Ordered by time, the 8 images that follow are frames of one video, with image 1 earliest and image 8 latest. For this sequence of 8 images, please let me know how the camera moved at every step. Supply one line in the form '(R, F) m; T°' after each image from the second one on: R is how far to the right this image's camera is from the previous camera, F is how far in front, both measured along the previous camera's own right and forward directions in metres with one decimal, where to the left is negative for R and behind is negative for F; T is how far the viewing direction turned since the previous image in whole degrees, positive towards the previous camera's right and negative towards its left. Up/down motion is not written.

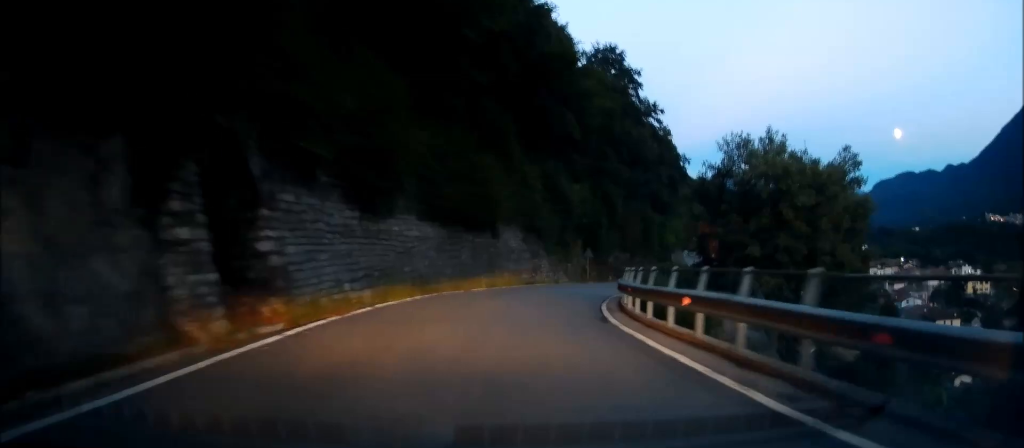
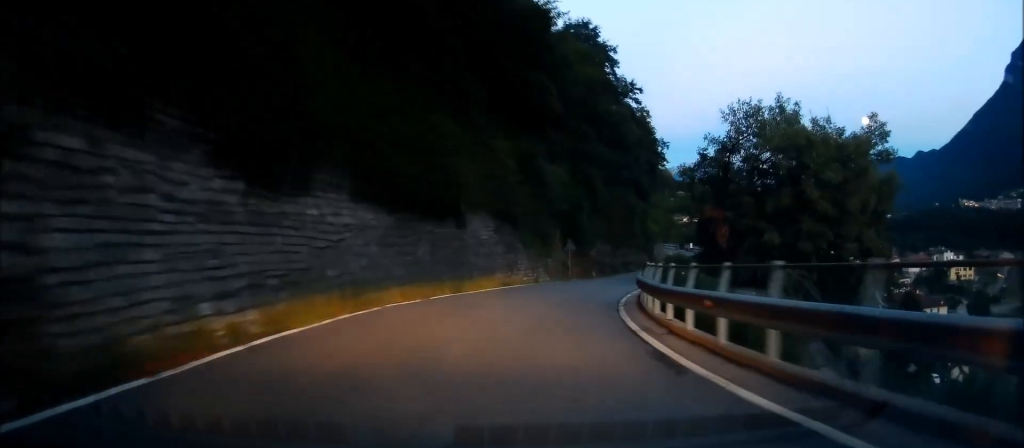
(-0.3, +6.8) m; +4°
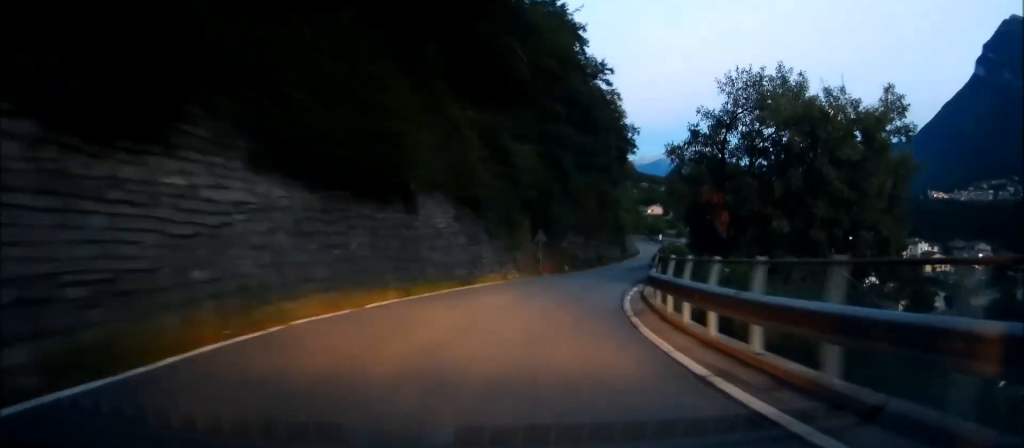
(+0.1, +5.1) m; +4°
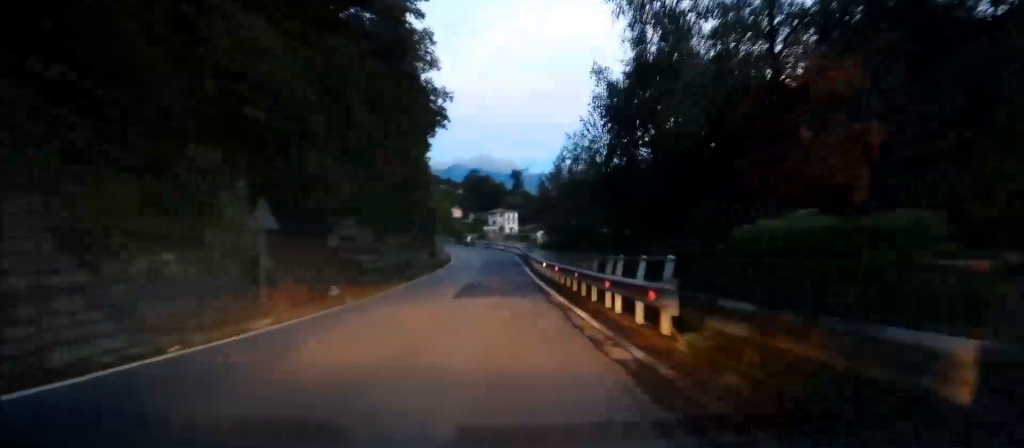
(+4.0, +22.1) m; +16°
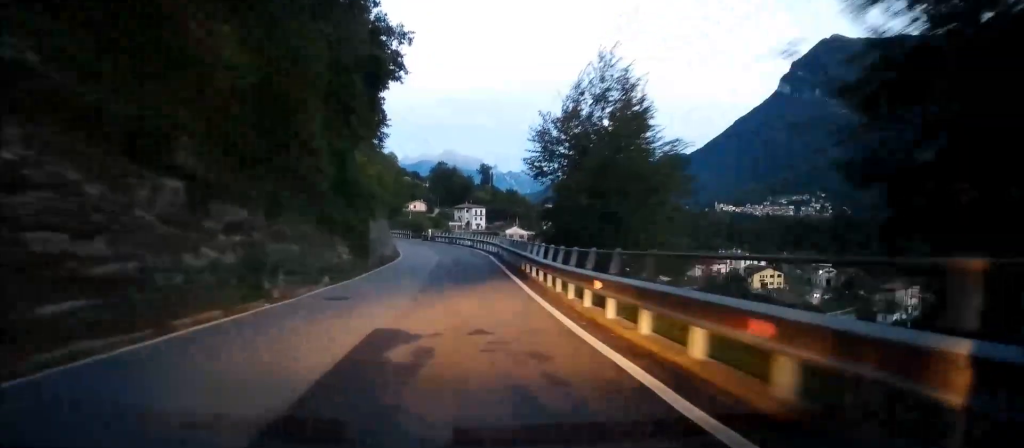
(+0.7, +18.0) m; +4°
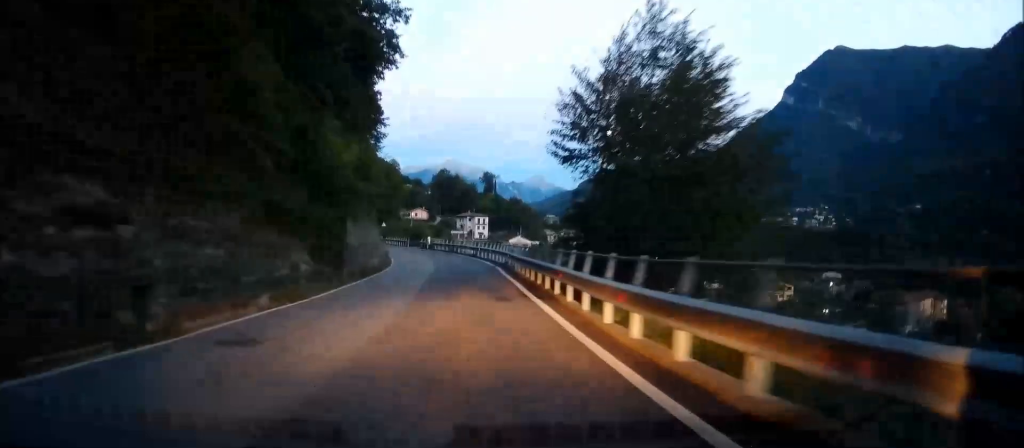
(+0.1, +6.9) m; 0°
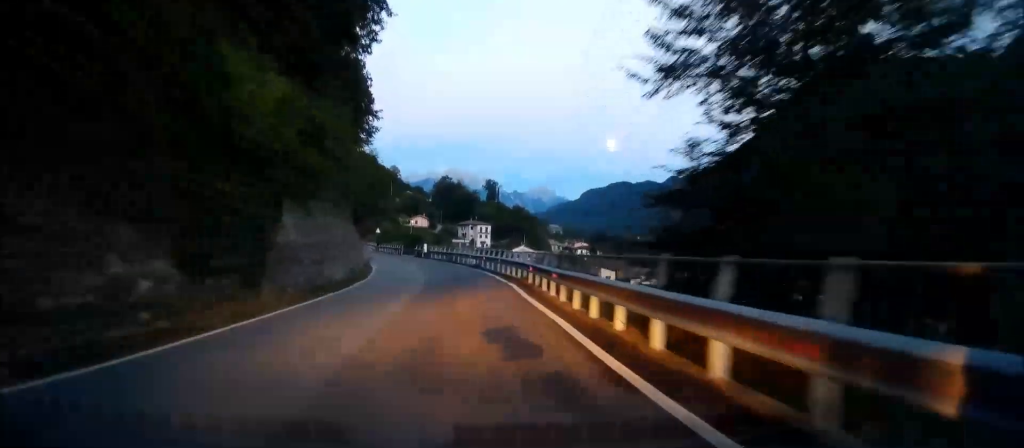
(+0.1, +10.1) m; 0°
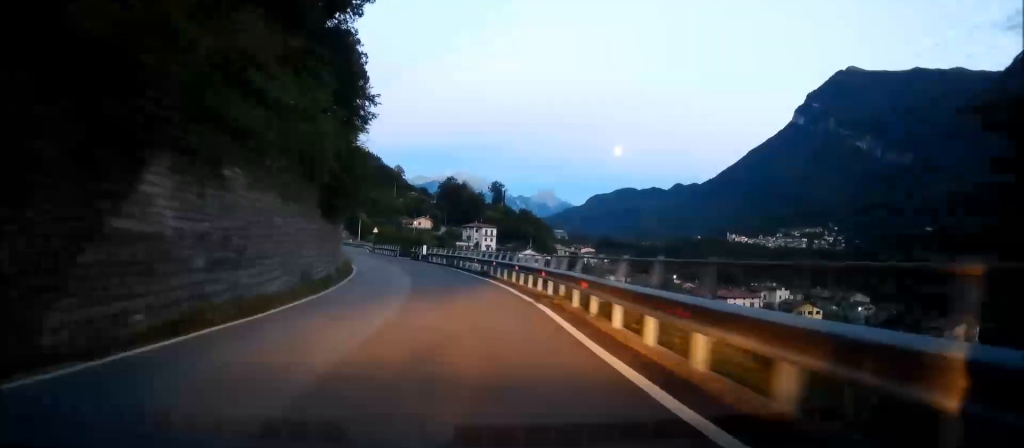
(0.0, +8.7) m; 0°
